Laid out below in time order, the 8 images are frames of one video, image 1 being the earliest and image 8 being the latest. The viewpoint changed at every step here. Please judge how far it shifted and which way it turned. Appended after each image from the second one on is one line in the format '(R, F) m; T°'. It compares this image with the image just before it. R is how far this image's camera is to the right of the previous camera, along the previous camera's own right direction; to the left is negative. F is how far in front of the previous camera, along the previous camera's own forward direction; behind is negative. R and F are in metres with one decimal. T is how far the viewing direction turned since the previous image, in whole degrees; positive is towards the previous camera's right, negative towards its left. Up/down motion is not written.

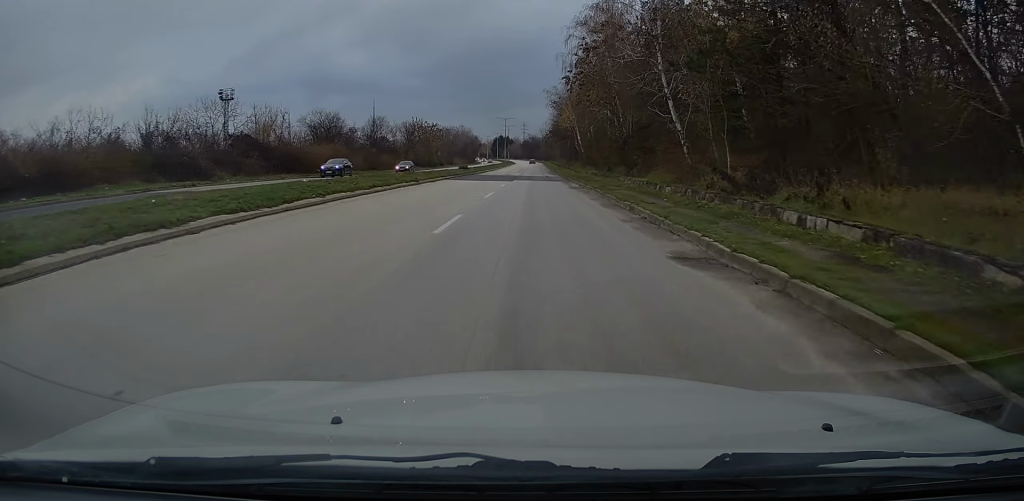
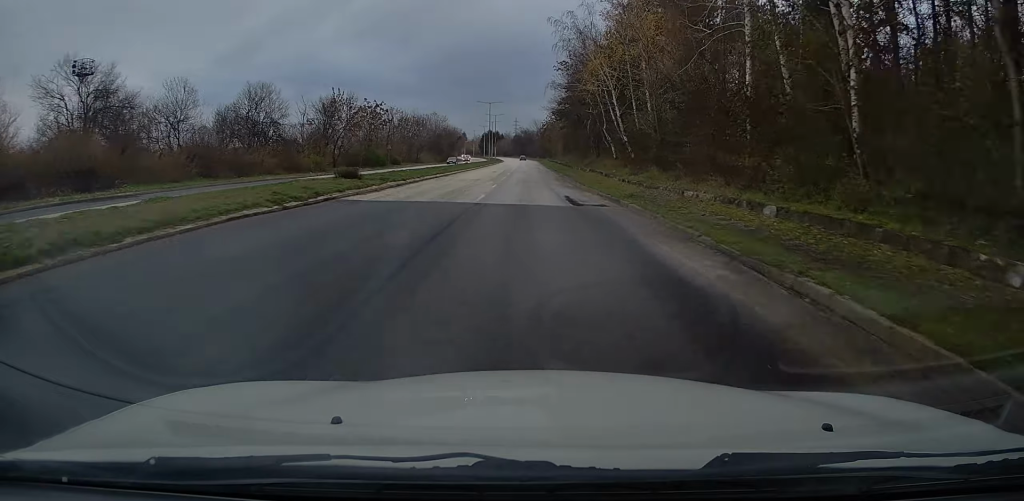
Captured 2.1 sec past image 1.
(-0.2, +41.6) m; 0°
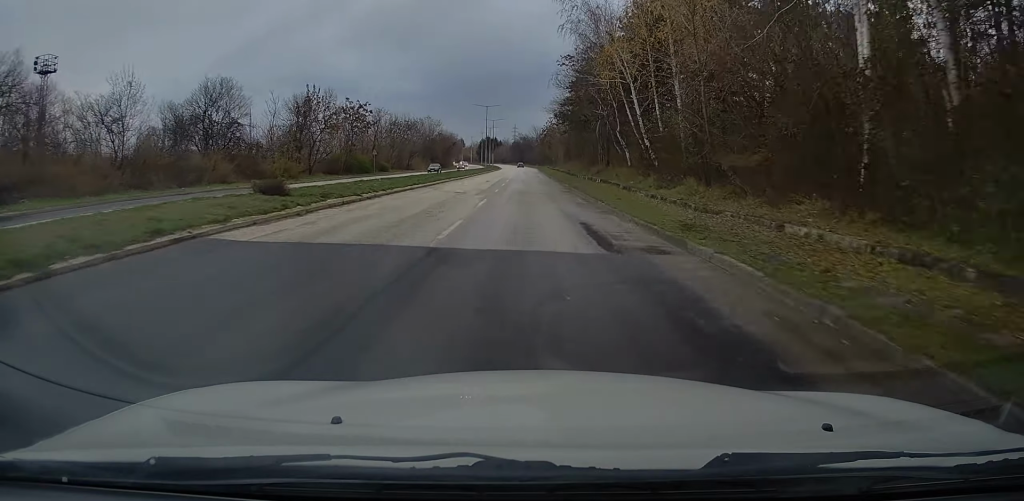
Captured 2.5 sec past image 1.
(-0.1, +8.1) m; +1°
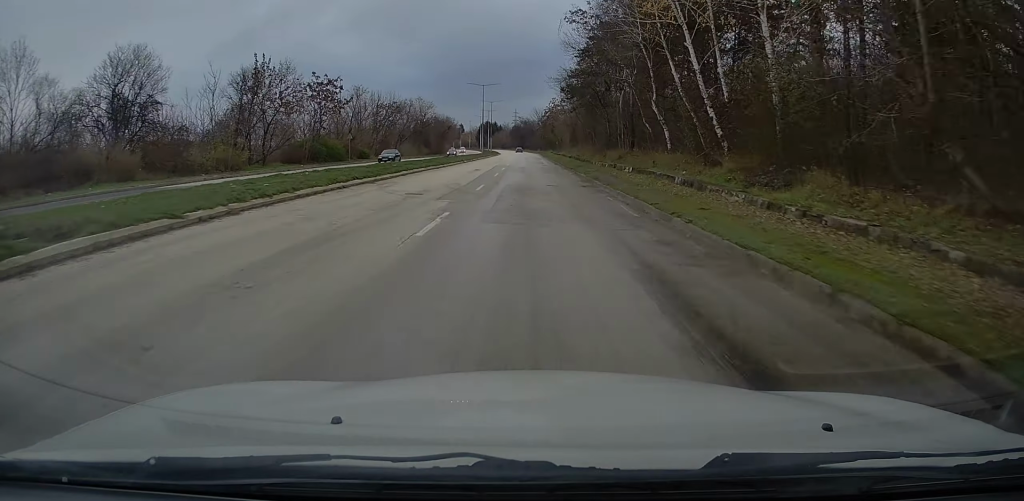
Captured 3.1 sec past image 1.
(+0.1, +12.1) m; +1°
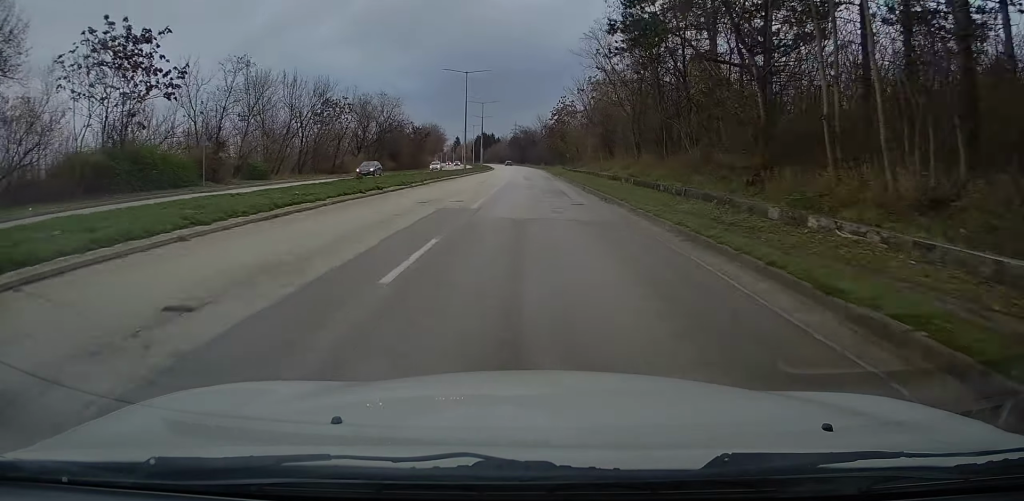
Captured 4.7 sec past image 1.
(+0.4, +33.9) m; 0°
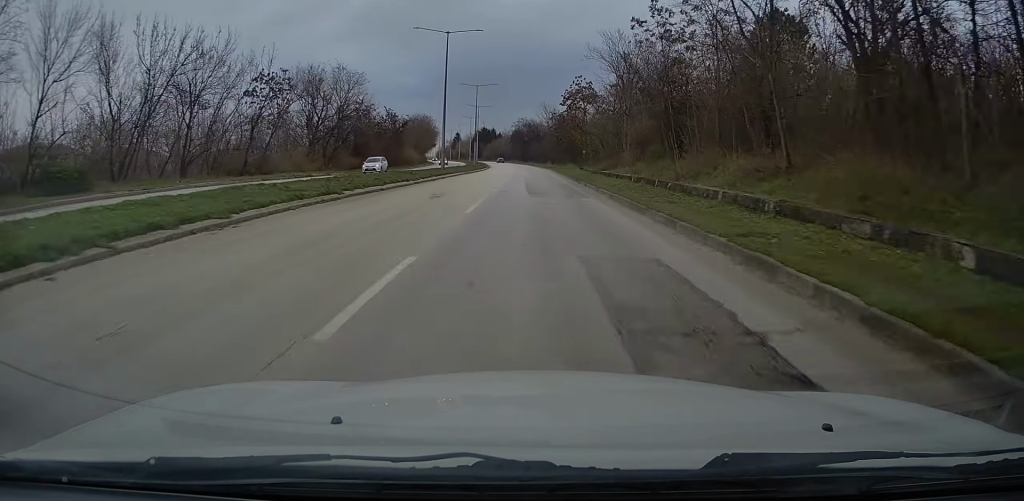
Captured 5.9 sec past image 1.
(-0.1, +23.5) m; -2°
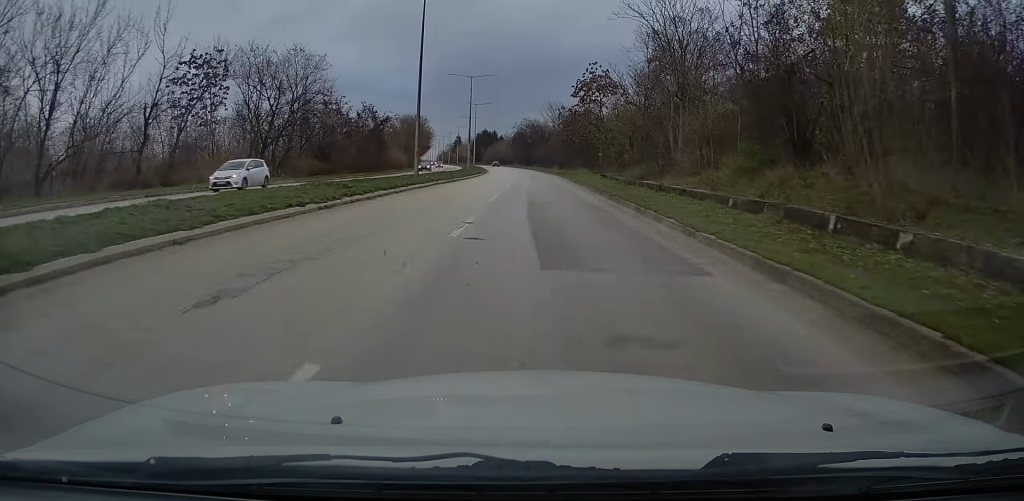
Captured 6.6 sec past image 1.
(-0.3, +14.6) m; -1°
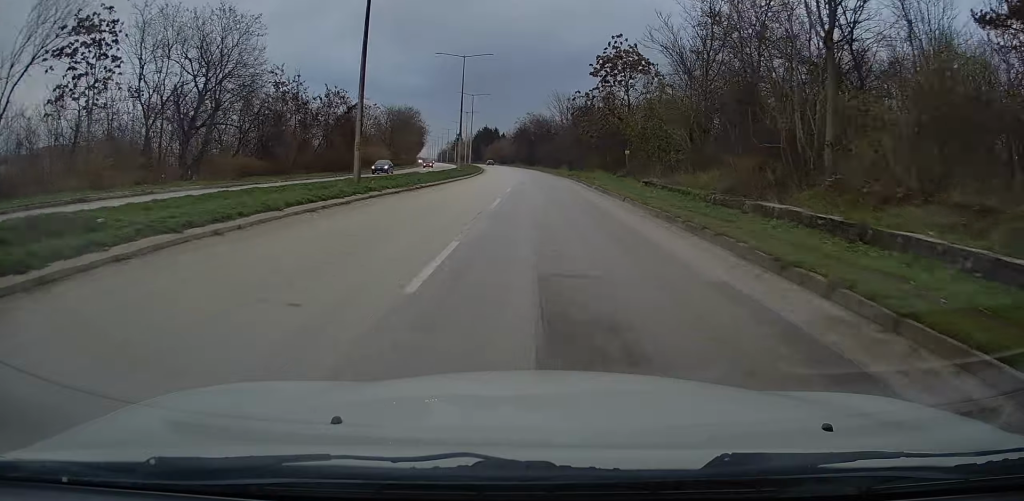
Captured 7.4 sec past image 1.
(-0.1, +15.3) m; +1°
